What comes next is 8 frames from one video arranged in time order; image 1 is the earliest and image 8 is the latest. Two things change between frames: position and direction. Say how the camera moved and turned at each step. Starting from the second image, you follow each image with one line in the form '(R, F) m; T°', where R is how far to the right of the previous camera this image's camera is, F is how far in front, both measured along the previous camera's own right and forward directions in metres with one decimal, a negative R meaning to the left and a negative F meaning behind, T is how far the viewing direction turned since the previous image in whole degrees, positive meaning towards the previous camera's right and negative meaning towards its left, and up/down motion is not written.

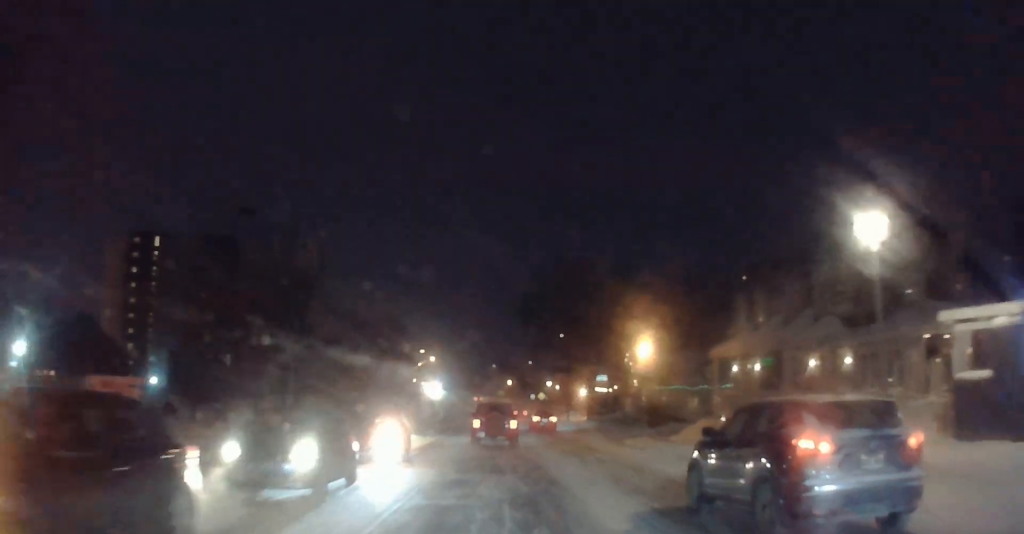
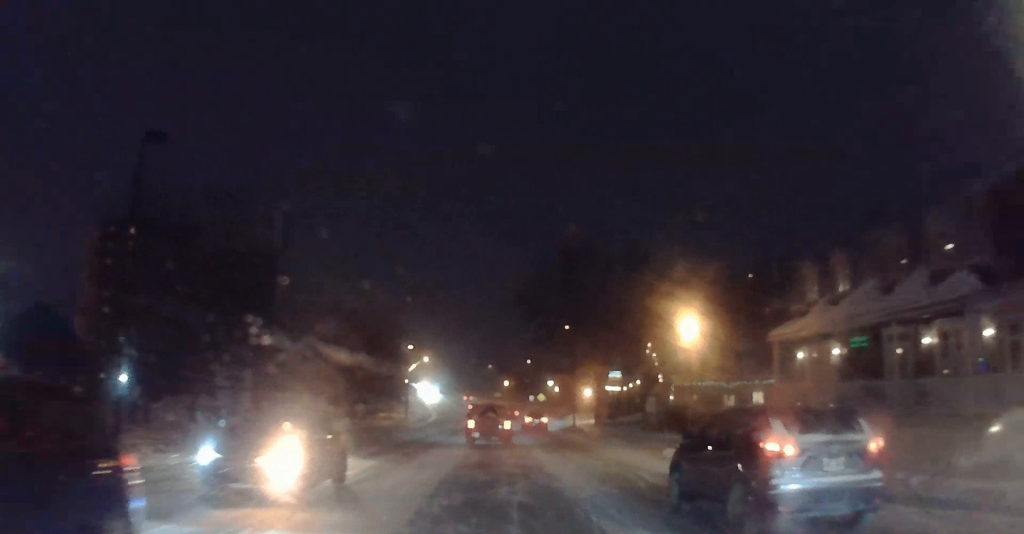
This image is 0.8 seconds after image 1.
(0.0, +8.6) m; -1°
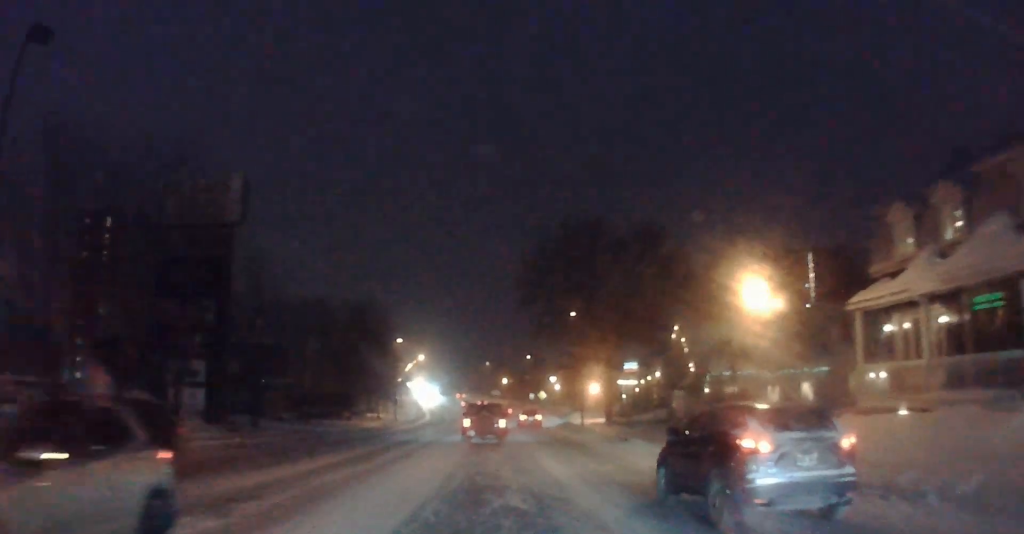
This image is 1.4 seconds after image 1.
(0.0, +7.0) m; -1°
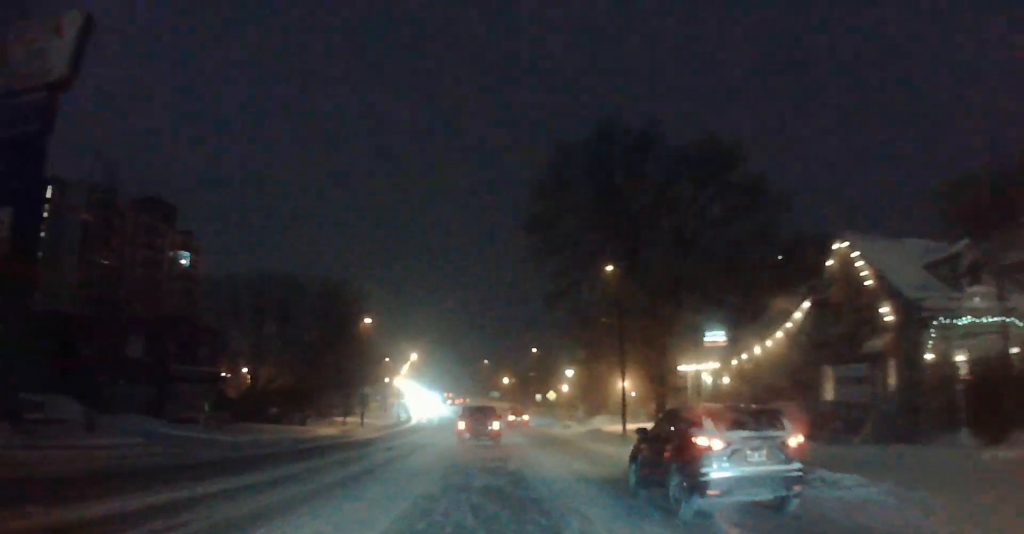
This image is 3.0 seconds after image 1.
(-0.3, +18.0) m; -1°
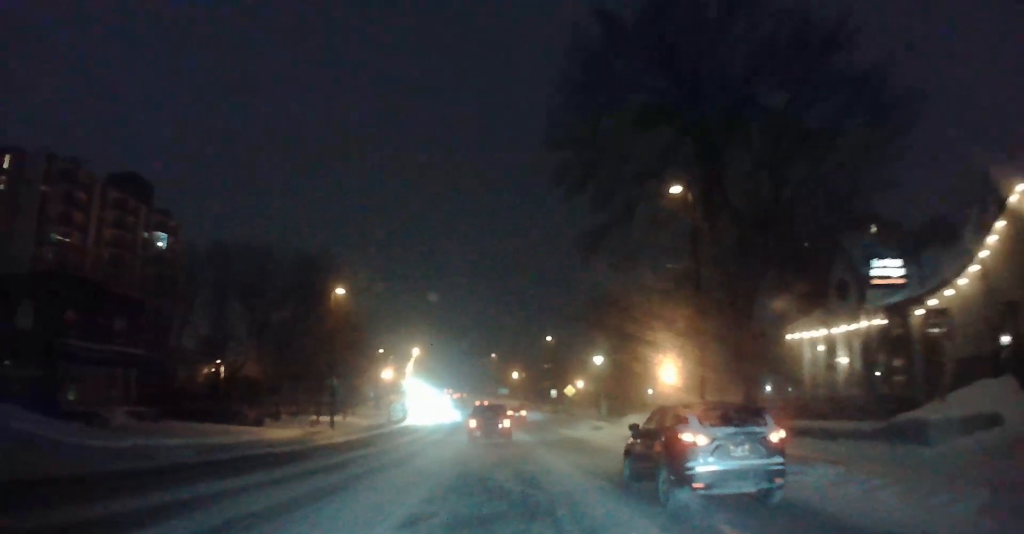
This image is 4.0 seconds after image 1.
(0.0, +12.8) m; 0°
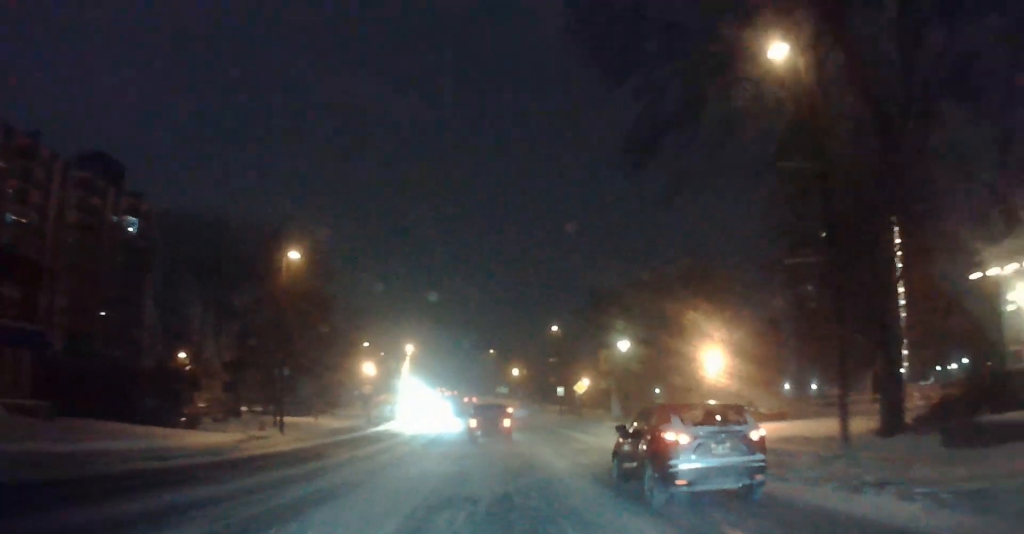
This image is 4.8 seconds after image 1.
(0.0, +10.0) m; 0°
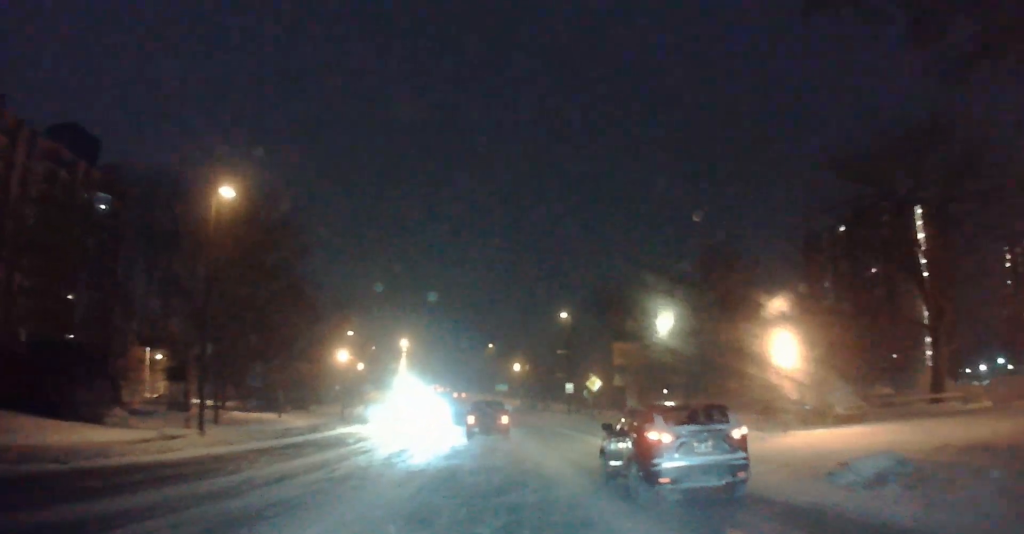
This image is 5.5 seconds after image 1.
(0.0, +9.5) m; 0°
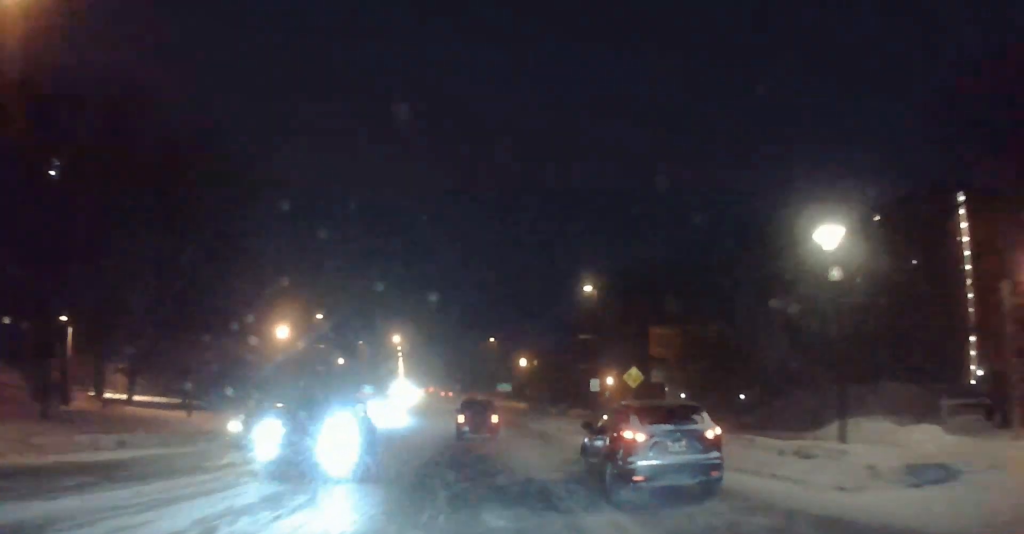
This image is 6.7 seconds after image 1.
(-0.1, +14.5) m; -1°
